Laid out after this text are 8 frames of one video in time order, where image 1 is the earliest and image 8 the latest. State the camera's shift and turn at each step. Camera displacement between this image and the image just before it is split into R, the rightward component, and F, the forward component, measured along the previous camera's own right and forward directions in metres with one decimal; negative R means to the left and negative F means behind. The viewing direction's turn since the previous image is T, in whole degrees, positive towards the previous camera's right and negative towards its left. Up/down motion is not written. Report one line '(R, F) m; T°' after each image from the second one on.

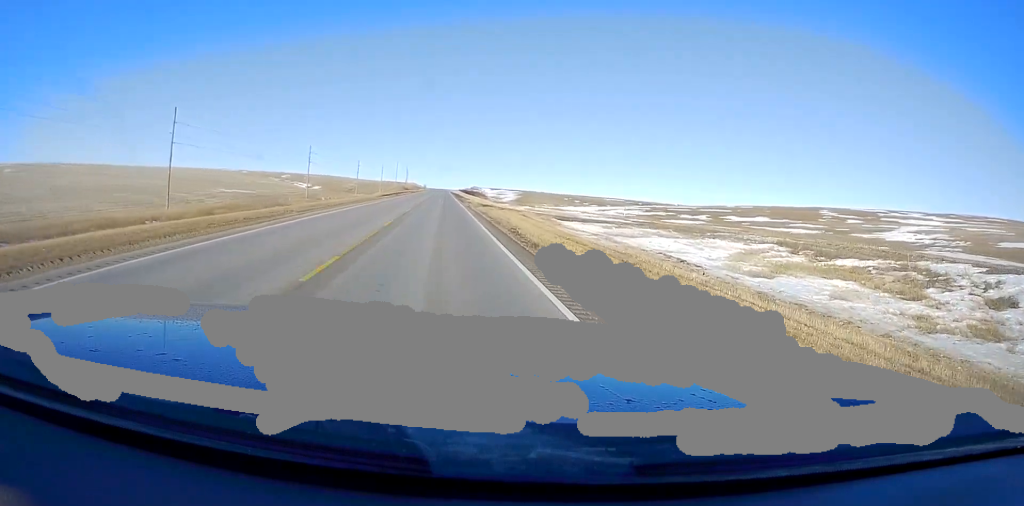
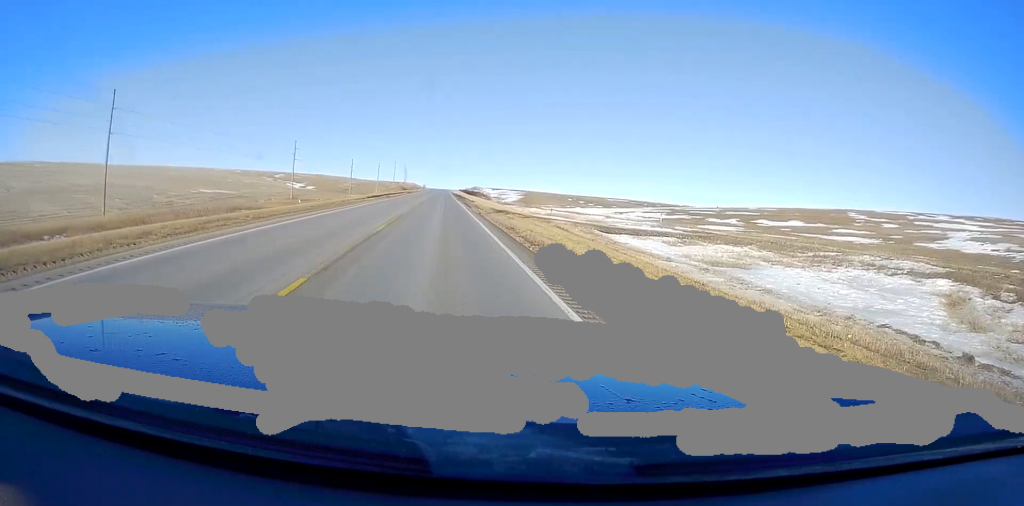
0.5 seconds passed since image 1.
(+0.3, +15.0) m; 0°
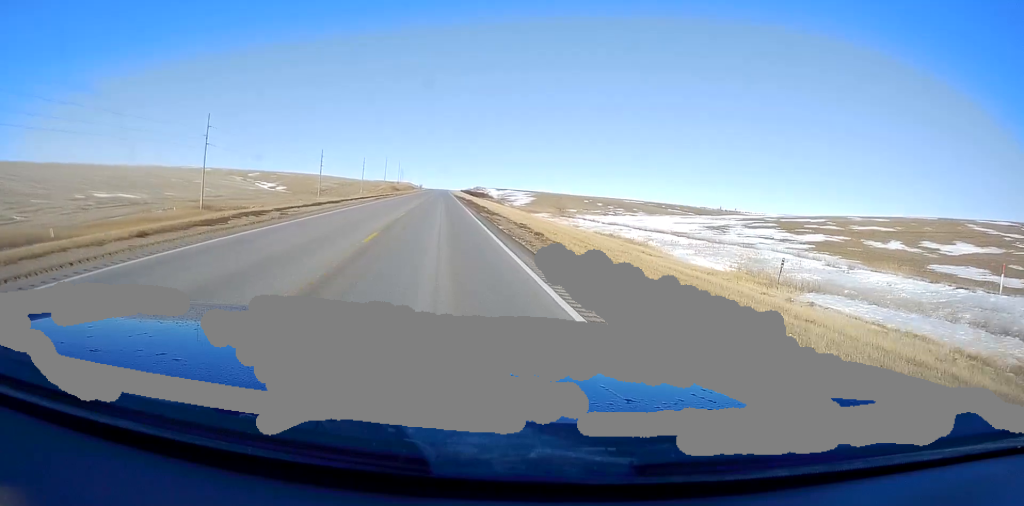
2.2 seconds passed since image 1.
(-0.5, +51.2) m; -1°
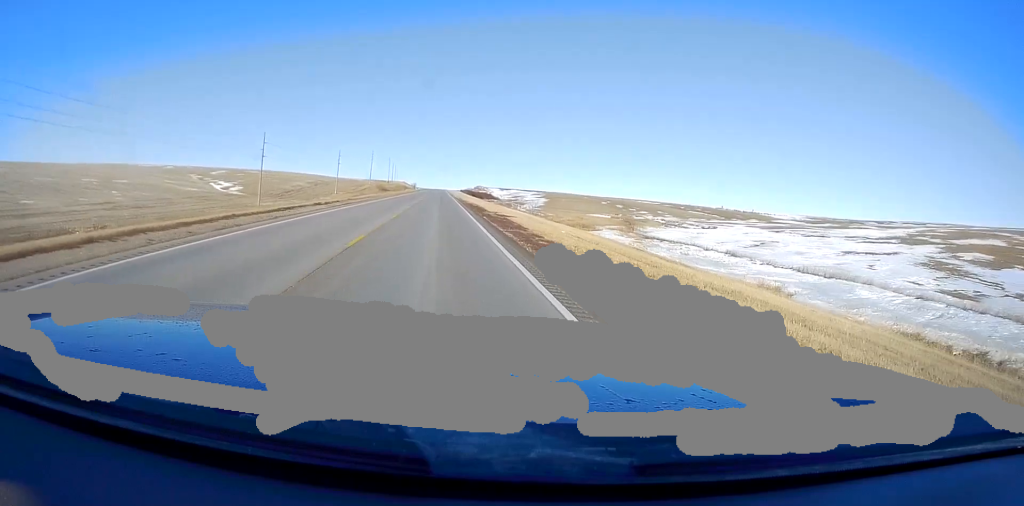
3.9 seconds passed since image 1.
(0.0, +50.3) m; +1°
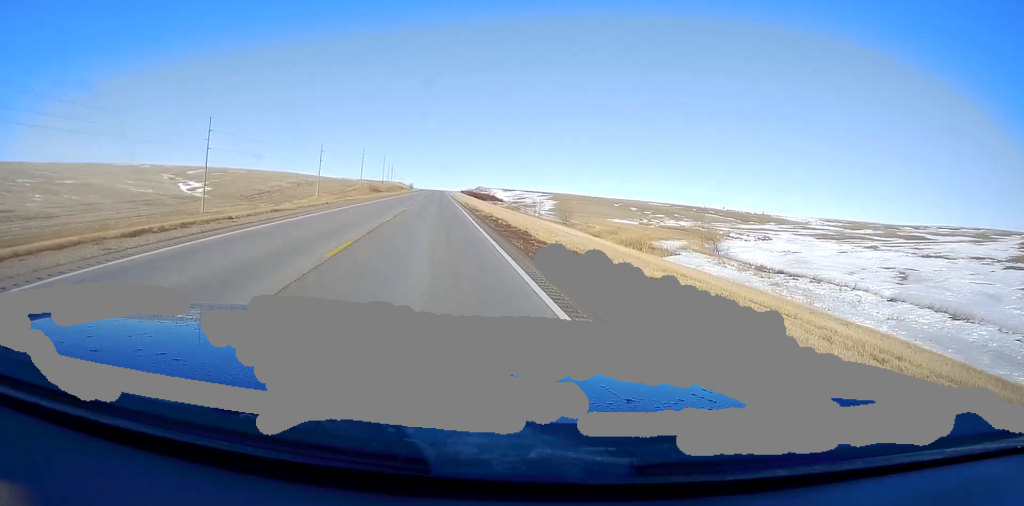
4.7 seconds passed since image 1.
(+0.4, +26.4) m; 0°
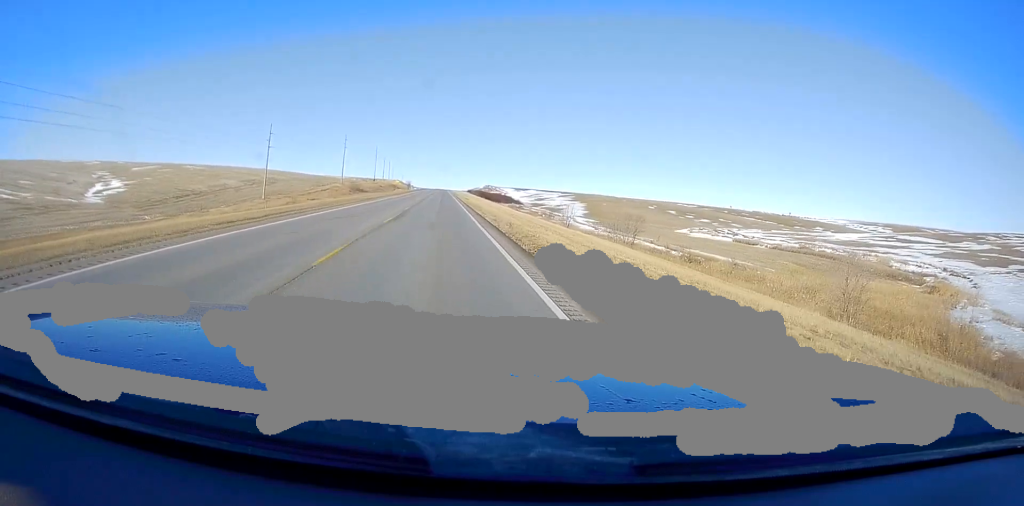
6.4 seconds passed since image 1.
(-0.7, +50.3) m; -1°
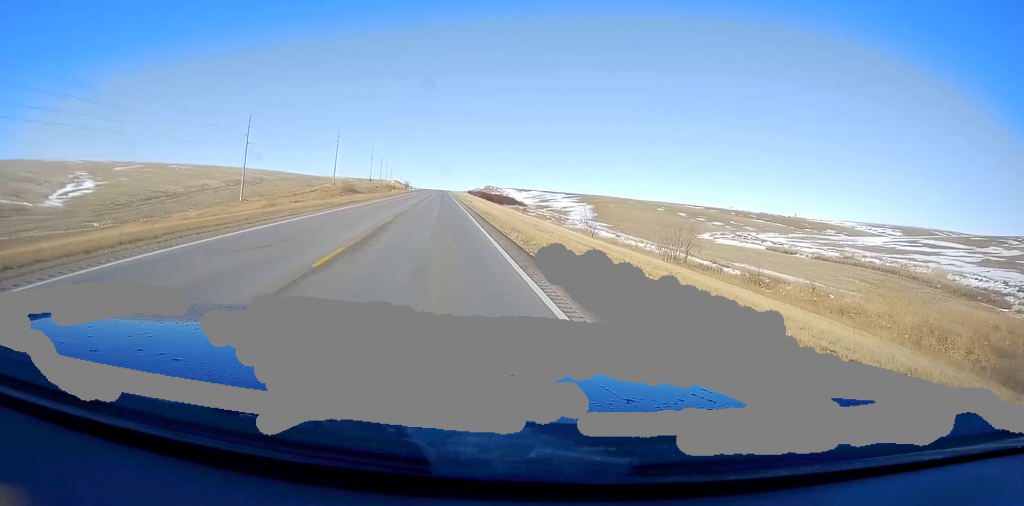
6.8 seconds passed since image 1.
(0.0, +12.2) m; 0°
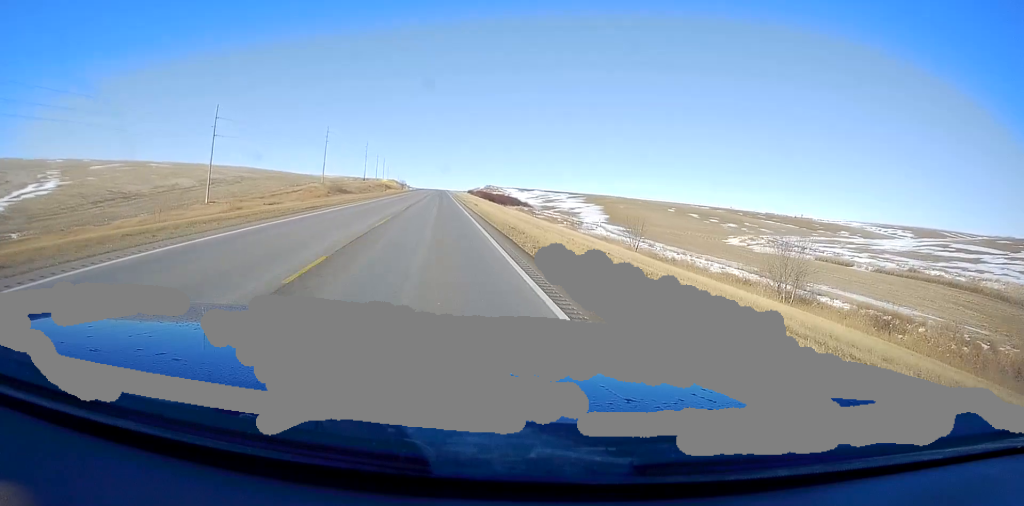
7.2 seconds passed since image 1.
(0.0, +14.3) m; 0°
